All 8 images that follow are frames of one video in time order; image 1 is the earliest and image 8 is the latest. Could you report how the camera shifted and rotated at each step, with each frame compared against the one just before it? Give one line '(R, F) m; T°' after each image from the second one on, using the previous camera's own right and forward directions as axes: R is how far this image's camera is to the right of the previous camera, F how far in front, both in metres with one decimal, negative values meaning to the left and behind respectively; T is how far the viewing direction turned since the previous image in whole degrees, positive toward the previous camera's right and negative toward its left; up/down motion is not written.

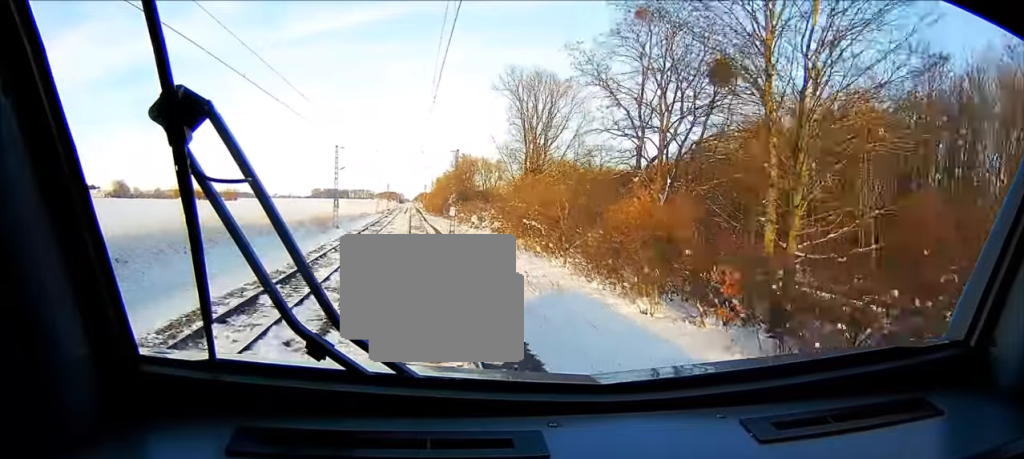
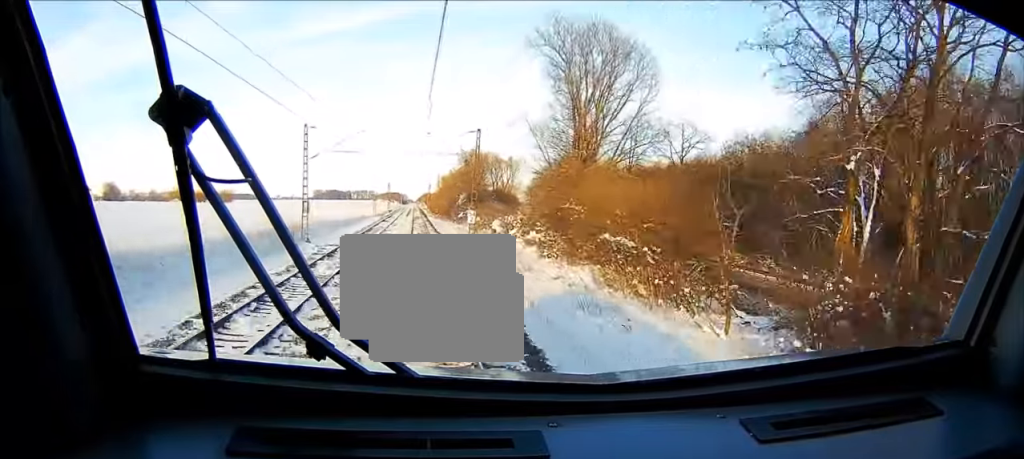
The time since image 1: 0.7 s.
(-0.1, +19.6) m; 0°
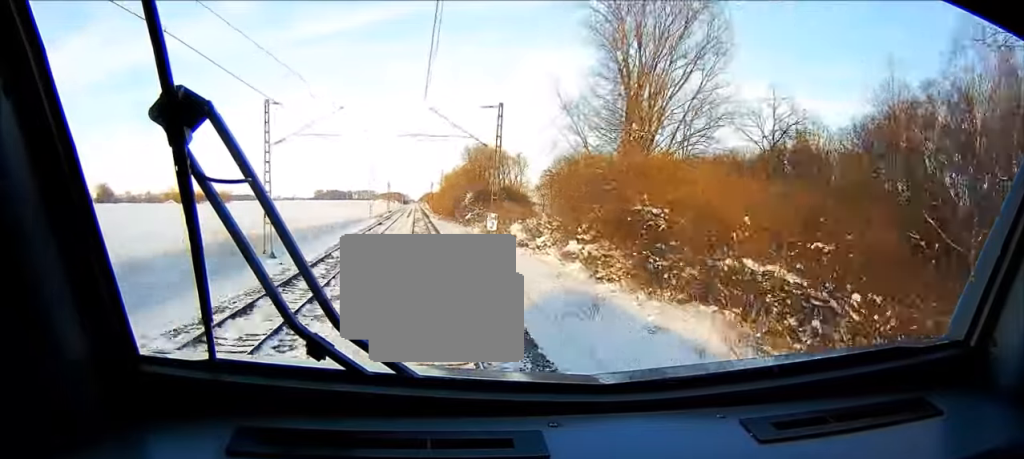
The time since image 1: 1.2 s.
(0.0, +11.6) m; 0°
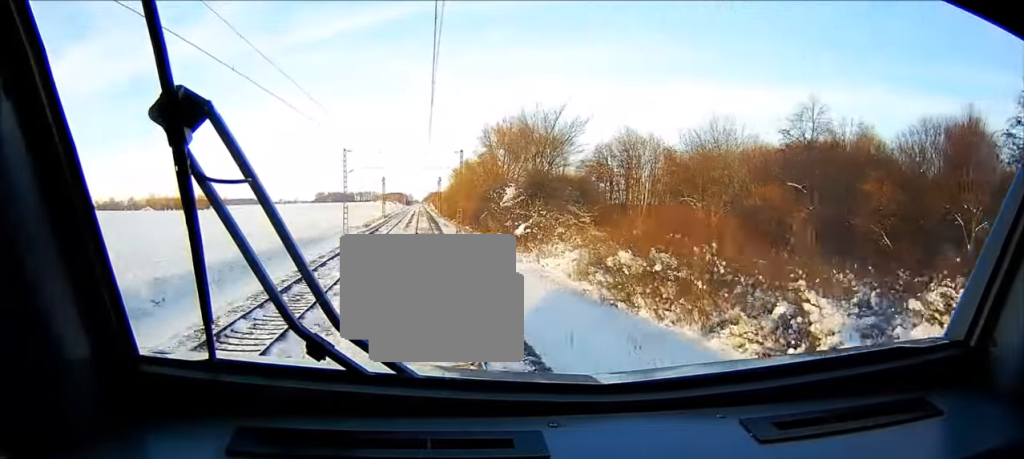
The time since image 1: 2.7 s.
(+0.3, +41.7) m; +1°
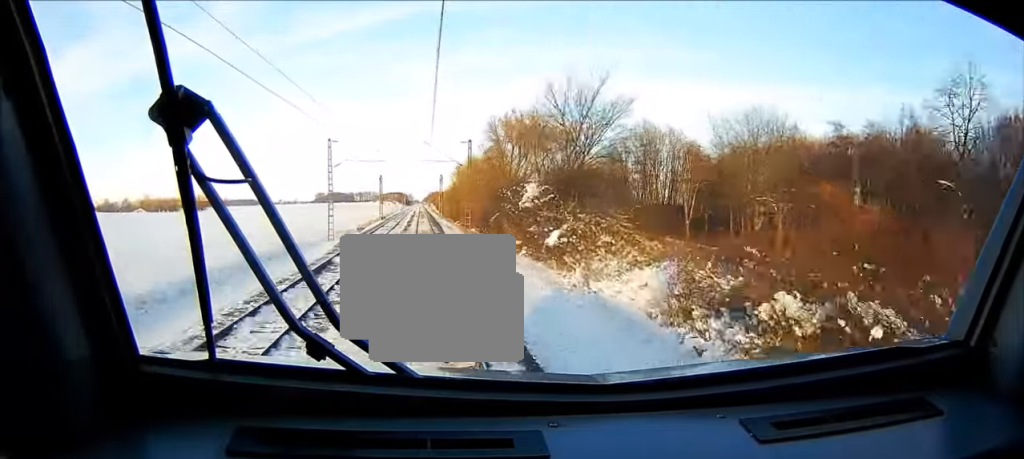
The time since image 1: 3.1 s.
(0.0, +11.9) m; 0°
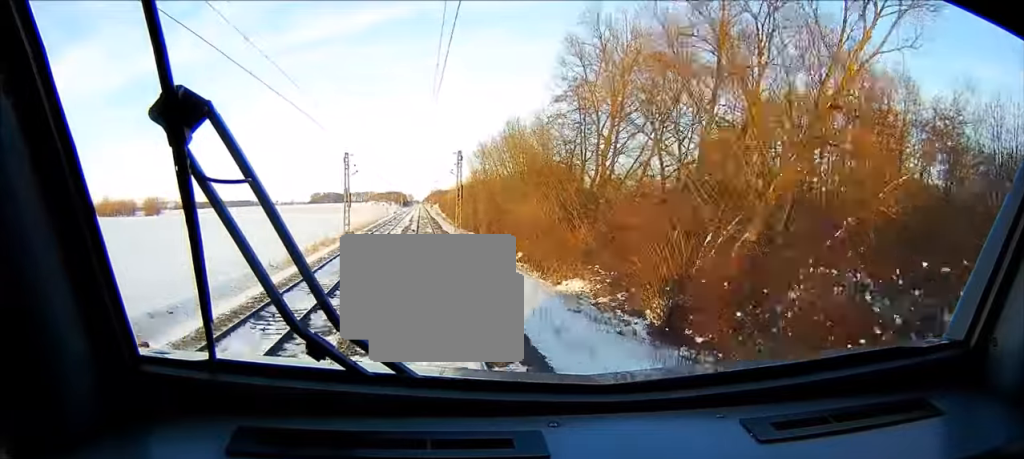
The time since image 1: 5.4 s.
(+0.6, +62.1) m; +1°
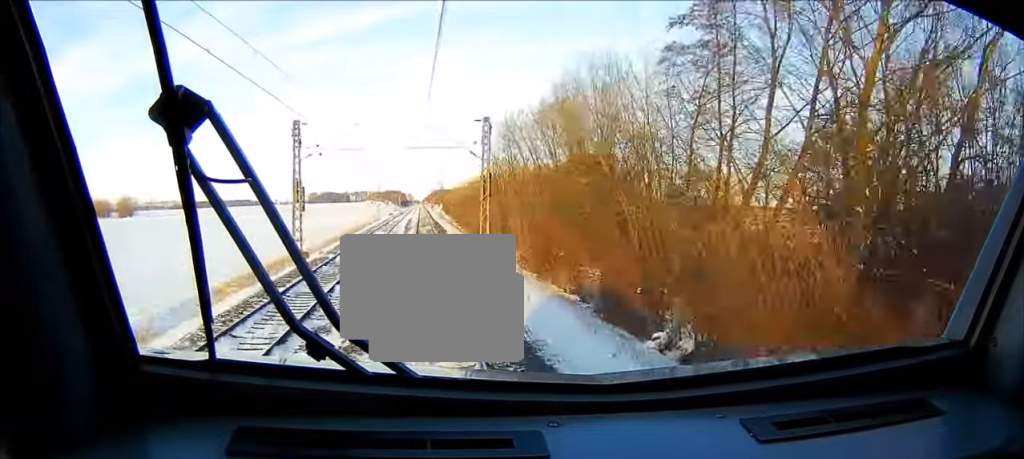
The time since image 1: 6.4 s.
(0.0, +28.3) m; 0°
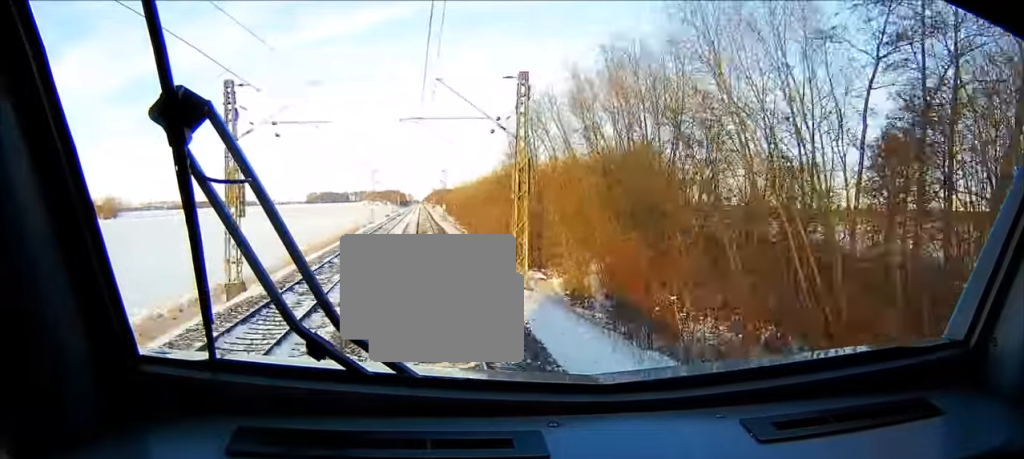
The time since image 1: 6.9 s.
(0.0, +14.3) m; 0°
